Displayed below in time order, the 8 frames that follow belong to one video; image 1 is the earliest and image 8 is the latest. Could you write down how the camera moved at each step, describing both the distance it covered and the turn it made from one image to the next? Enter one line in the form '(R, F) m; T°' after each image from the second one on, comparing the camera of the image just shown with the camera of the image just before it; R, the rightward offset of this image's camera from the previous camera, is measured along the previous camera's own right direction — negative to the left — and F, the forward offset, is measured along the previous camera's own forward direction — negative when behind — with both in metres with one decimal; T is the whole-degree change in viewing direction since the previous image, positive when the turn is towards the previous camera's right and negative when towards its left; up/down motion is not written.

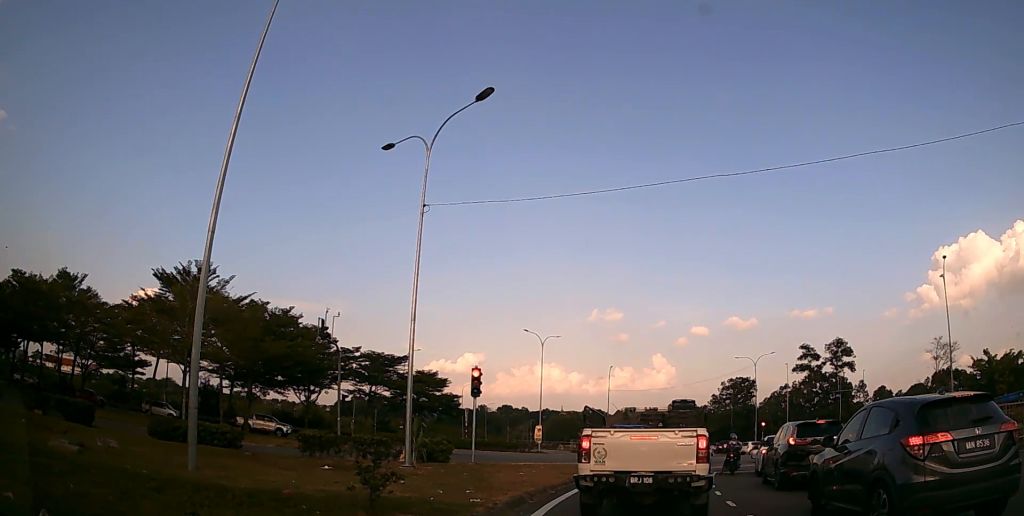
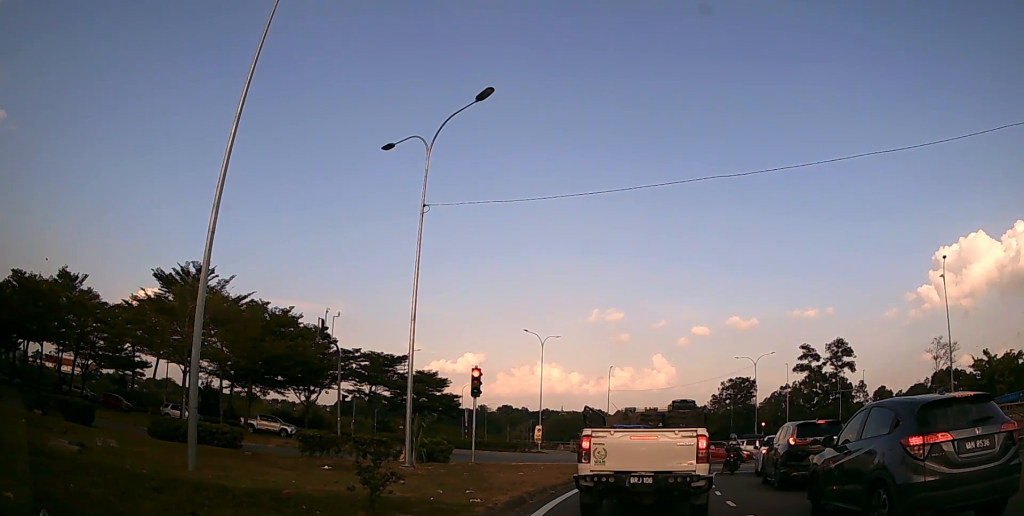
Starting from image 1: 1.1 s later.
(0.0, 0.0) m; 0°
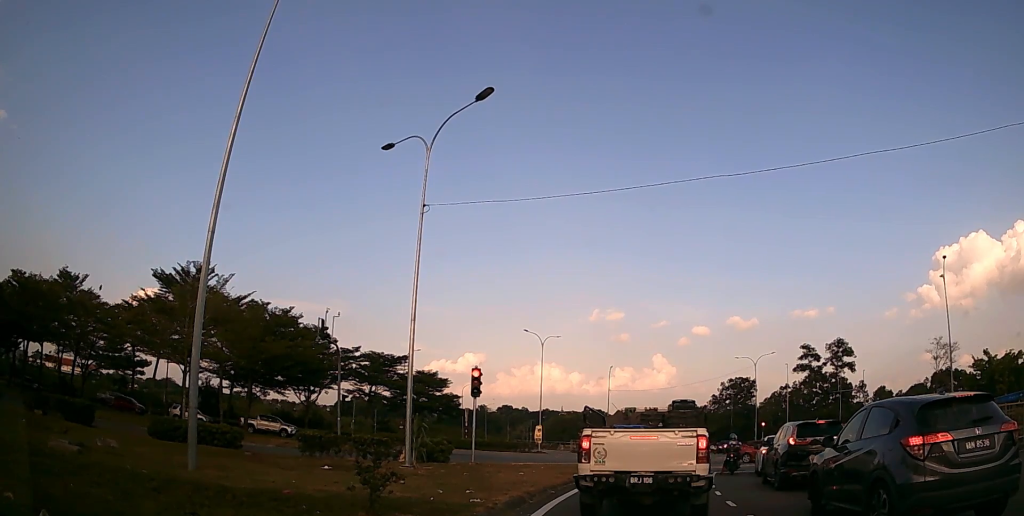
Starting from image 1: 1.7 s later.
(0.0, 0.0) m; 0°
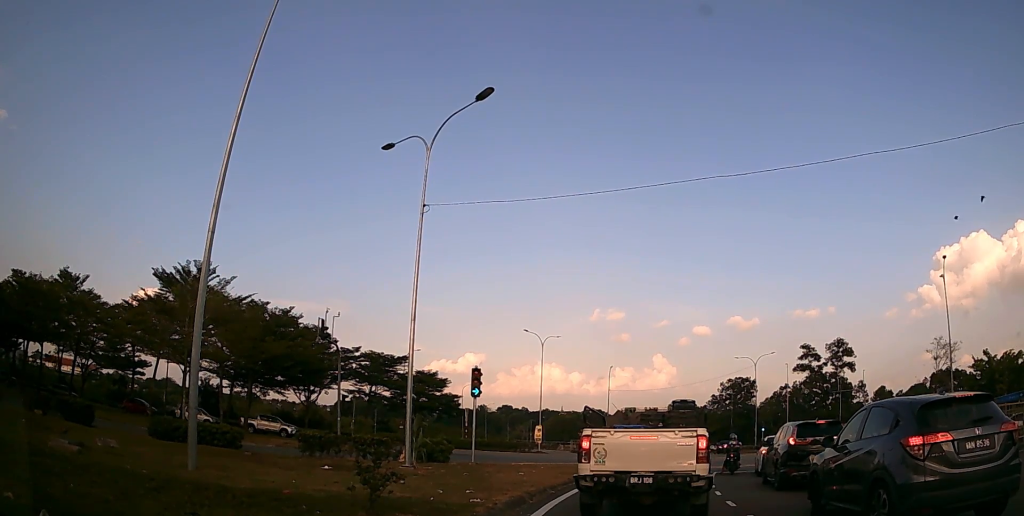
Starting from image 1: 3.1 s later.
(0.0, 0.0) m; 0°
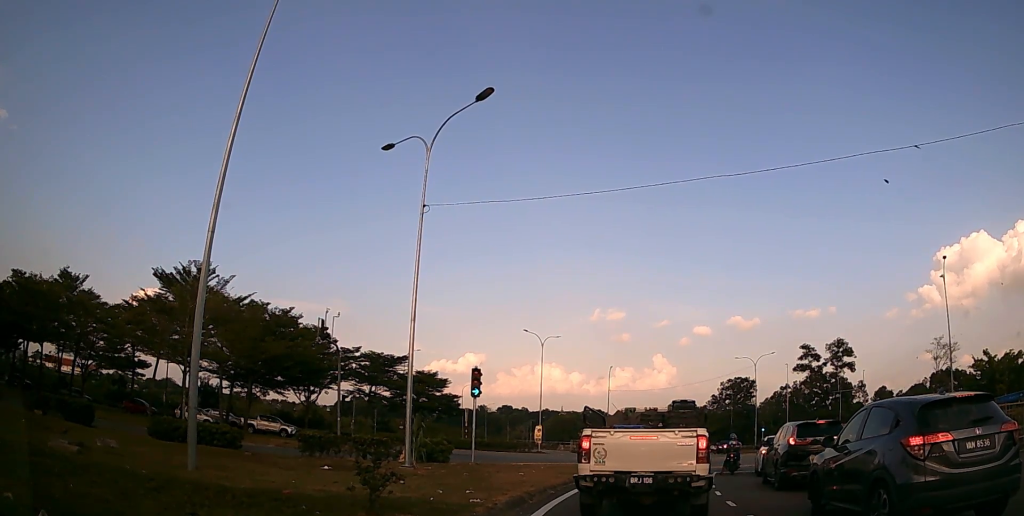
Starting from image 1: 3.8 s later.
(0.0, 0.0) m; 0°
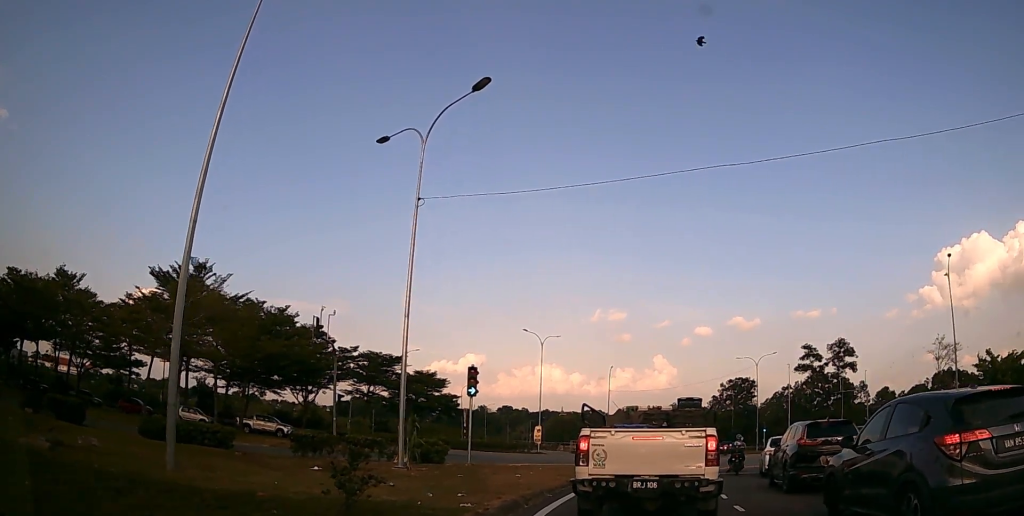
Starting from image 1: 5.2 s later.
(0.0, +0.4) m; 0°
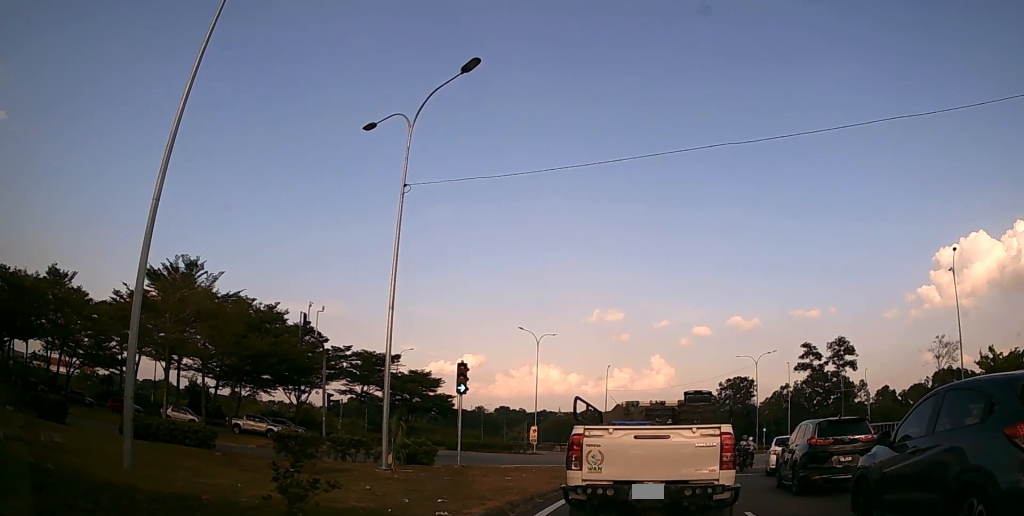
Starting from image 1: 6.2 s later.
(0.0, +0.8) m; 0°
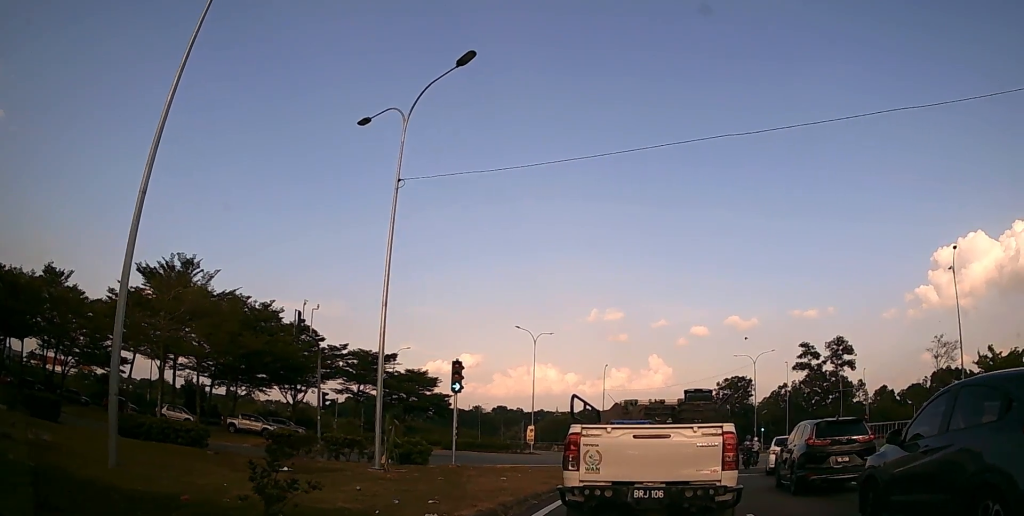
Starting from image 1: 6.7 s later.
(0.0, +0.5) m; 0°
